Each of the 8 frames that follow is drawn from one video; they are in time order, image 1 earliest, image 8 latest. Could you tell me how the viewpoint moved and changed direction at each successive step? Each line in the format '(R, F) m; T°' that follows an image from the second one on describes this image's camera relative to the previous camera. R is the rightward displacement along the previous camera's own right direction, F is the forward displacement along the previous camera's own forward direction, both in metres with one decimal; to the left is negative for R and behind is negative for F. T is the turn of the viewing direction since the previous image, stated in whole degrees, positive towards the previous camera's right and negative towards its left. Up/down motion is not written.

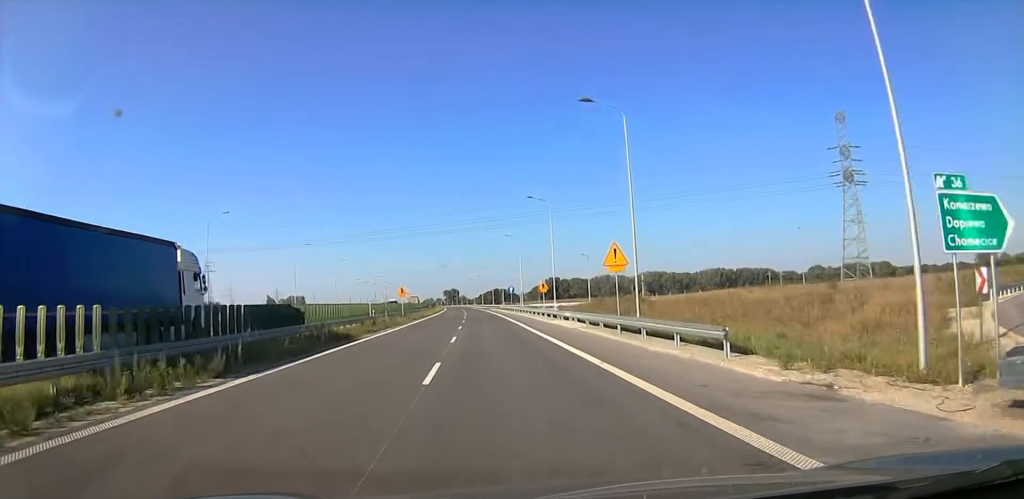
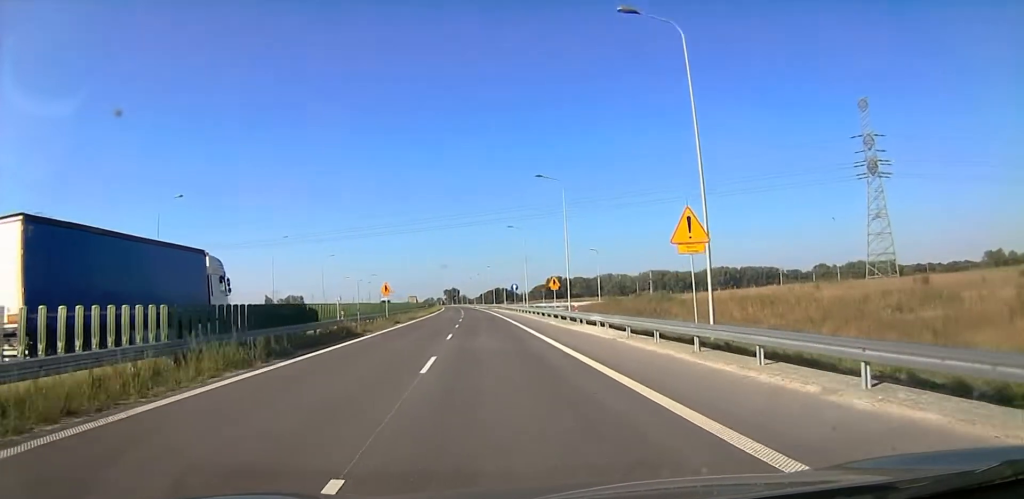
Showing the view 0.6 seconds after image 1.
(-0.2, +10.5) m; -1°
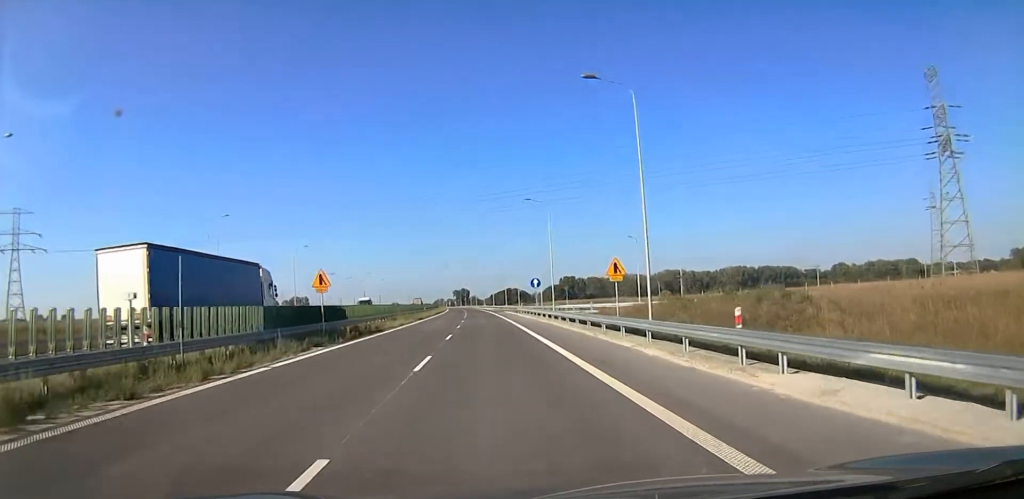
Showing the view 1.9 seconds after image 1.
(+0.4, +23.1) m; +2°
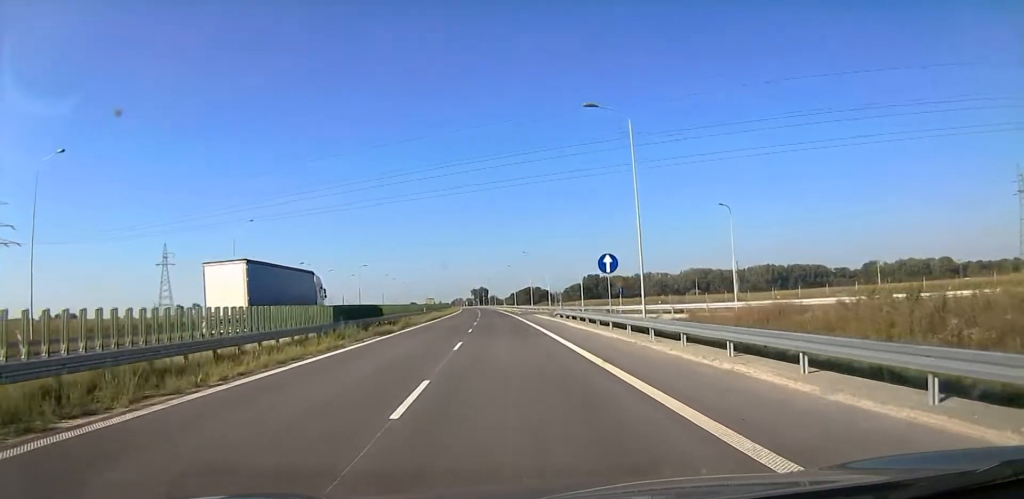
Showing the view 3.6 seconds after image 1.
(+0.4, +29.7) m; -1°
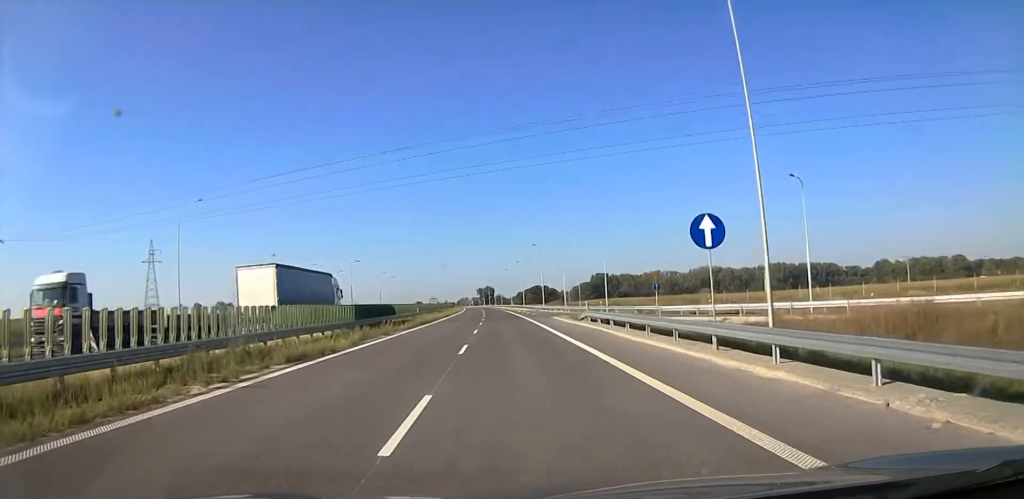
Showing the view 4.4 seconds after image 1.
(-0.4, +13.8) m; 0°
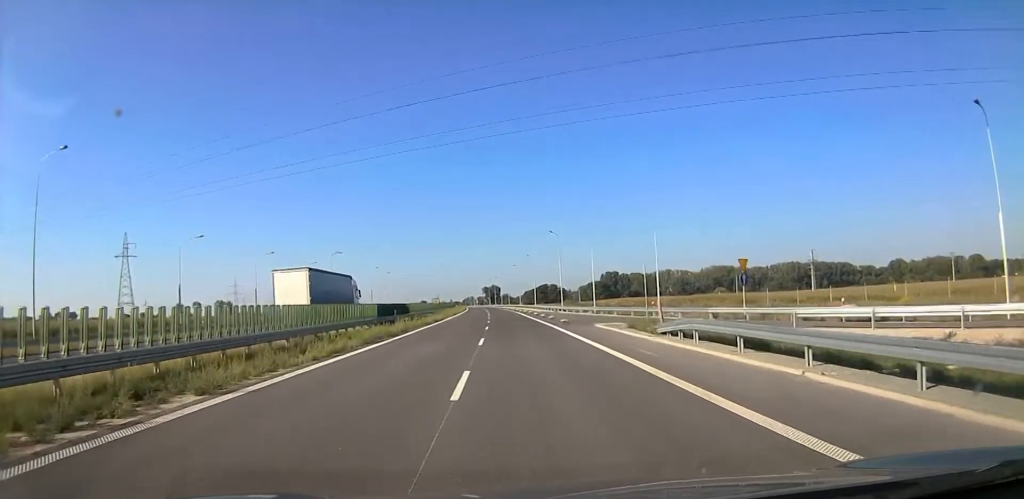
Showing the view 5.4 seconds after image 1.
(+0.5, +20.1) m; -2°
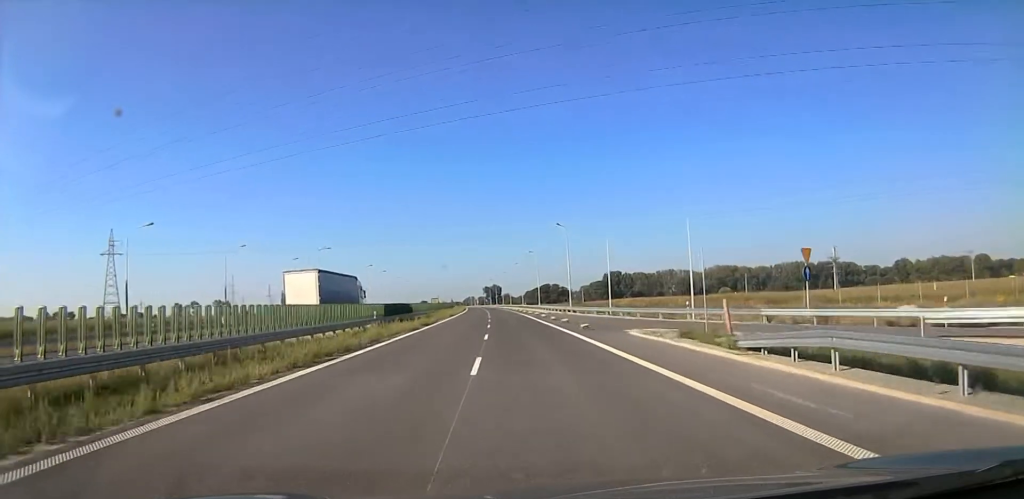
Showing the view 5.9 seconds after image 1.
(-0.4, +8.3) m; -1°
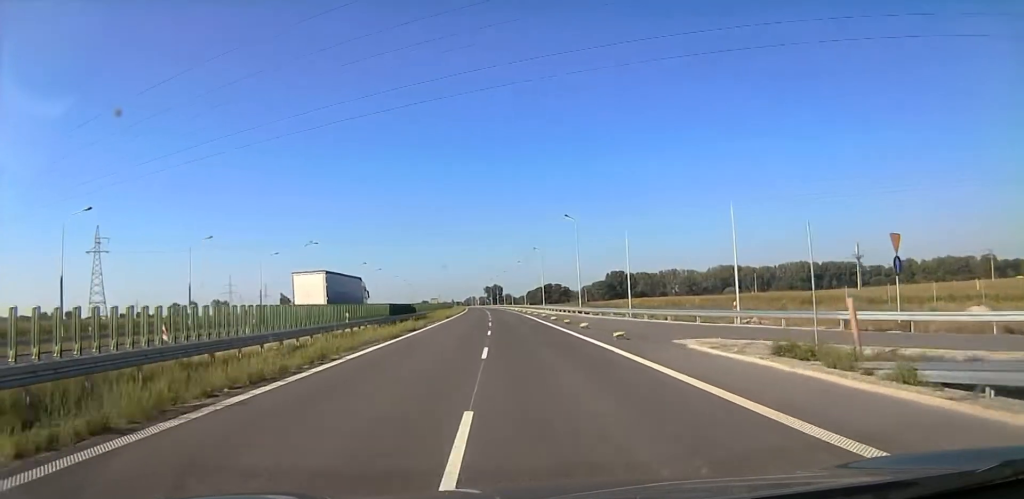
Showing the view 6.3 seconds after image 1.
(-0.3, +8.3) m; -2°
